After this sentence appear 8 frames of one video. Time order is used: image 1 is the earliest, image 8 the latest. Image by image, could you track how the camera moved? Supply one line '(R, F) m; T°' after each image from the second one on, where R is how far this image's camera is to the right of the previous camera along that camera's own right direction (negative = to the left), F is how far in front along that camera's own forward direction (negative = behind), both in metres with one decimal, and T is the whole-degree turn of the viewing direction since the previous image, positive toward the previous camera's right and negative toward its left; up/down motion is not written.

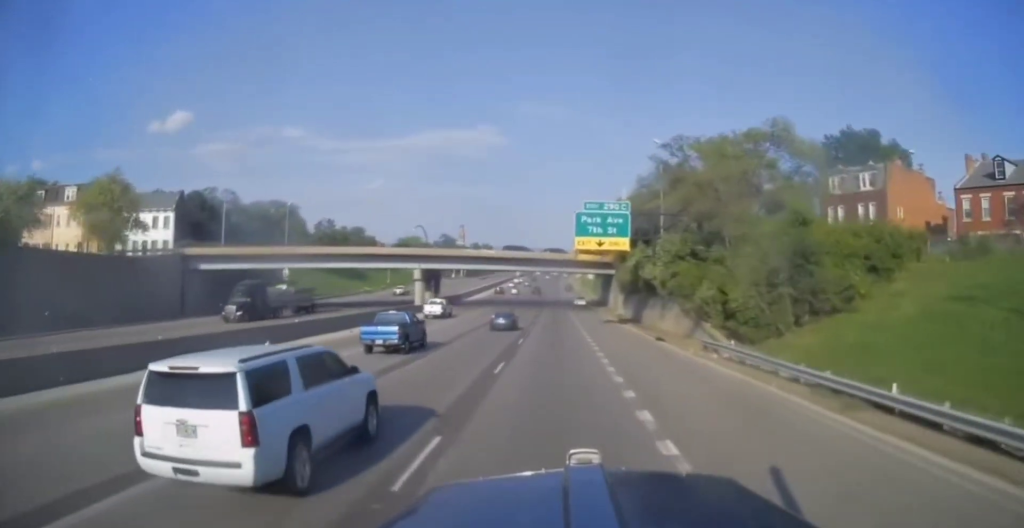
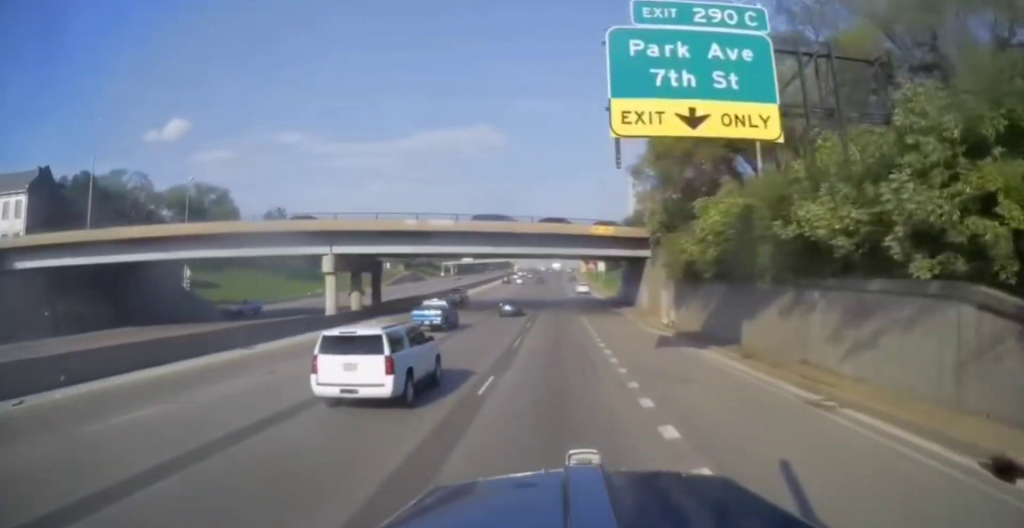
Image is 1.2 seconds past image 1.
(-0.4, +30.7) m; -1°
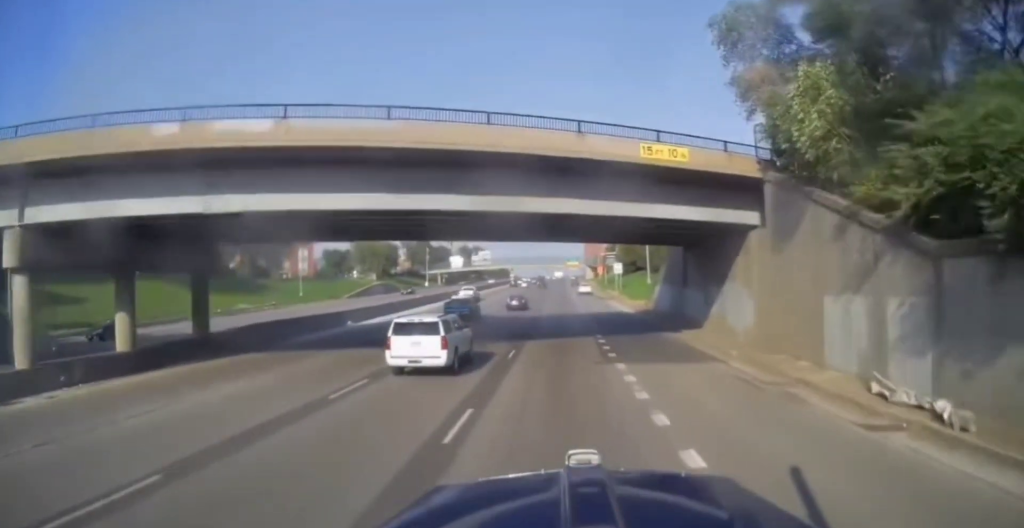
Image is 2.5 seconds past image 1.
(-0.1, +30.9) m; 0°
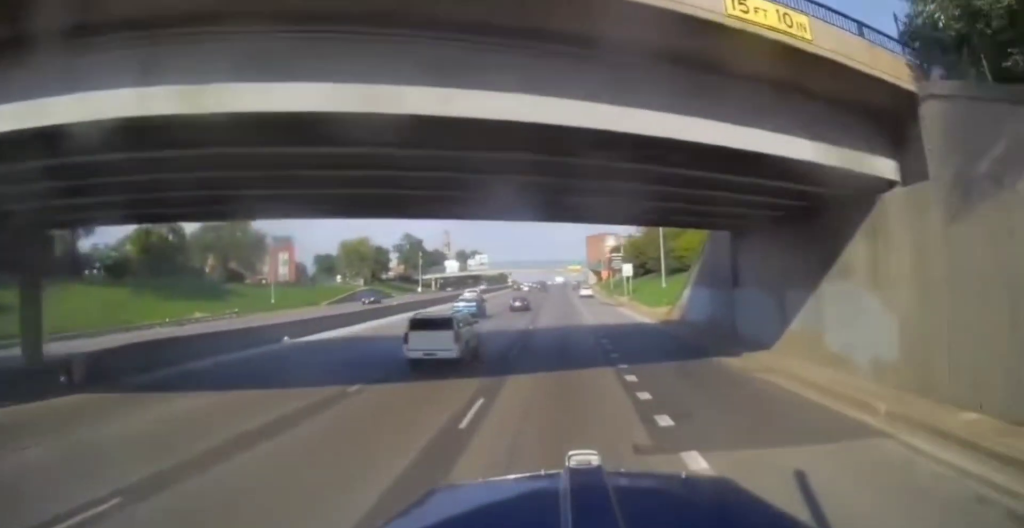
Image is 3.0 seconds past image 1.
(0.0, +11.4) m; 0°
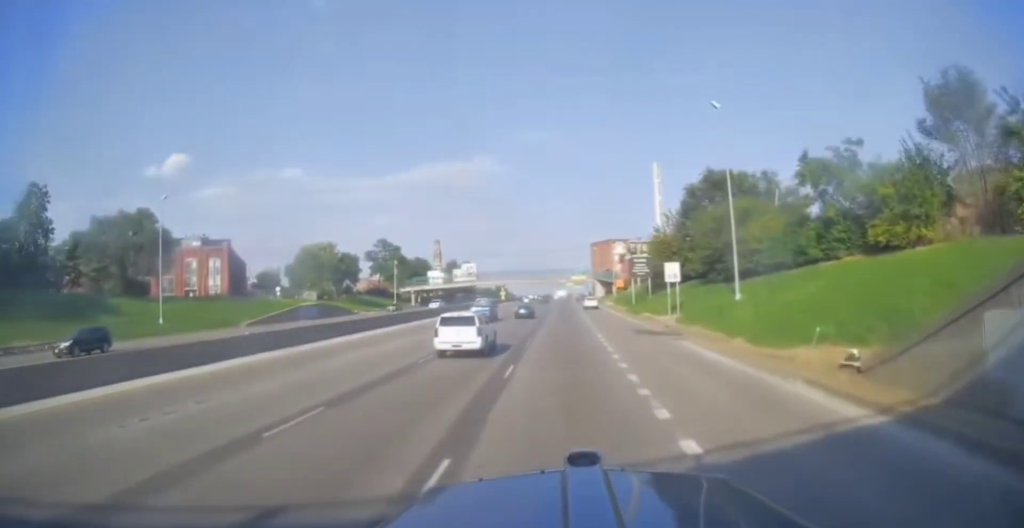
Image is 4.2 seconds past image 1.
(+0.1, +31.1) m; 0°
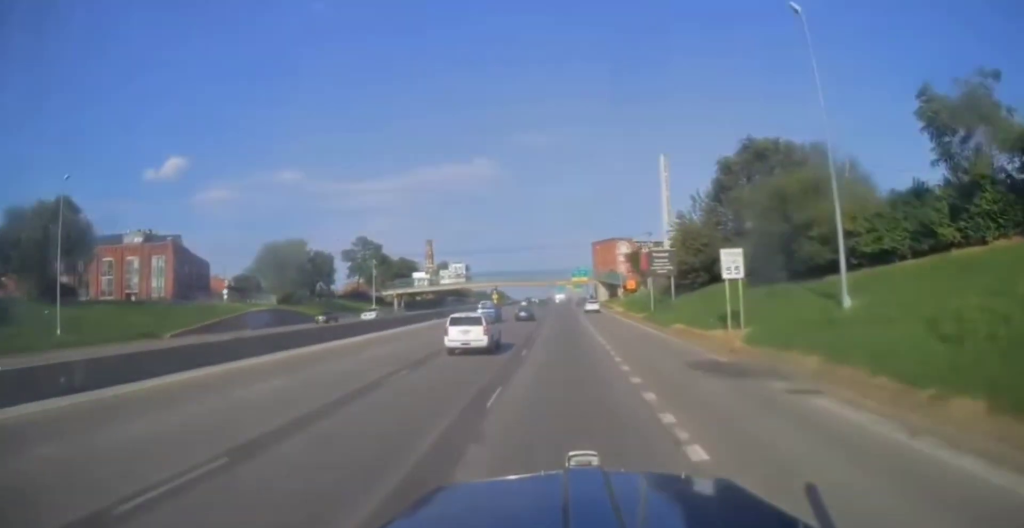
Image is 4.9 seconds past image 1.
(0.0, +16.6) m; 0°
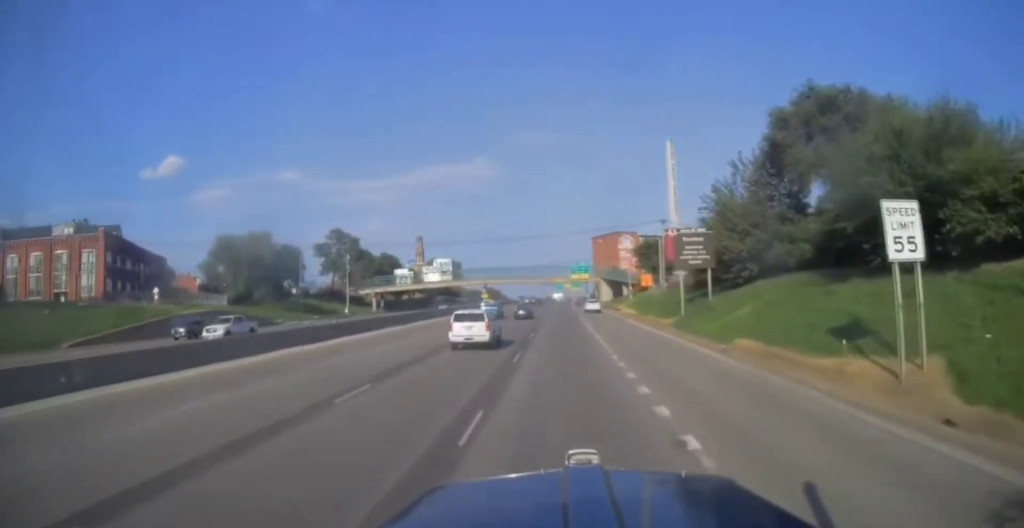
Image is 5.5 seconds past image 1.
(0.0, +16.6) m; 0°
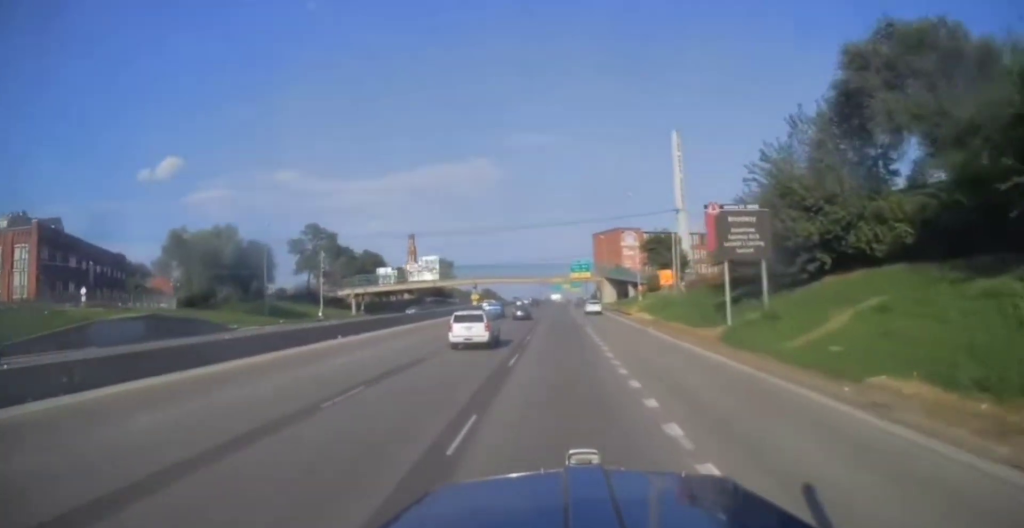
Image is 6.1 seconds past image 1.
(0.0, +13.6) m; 0°
